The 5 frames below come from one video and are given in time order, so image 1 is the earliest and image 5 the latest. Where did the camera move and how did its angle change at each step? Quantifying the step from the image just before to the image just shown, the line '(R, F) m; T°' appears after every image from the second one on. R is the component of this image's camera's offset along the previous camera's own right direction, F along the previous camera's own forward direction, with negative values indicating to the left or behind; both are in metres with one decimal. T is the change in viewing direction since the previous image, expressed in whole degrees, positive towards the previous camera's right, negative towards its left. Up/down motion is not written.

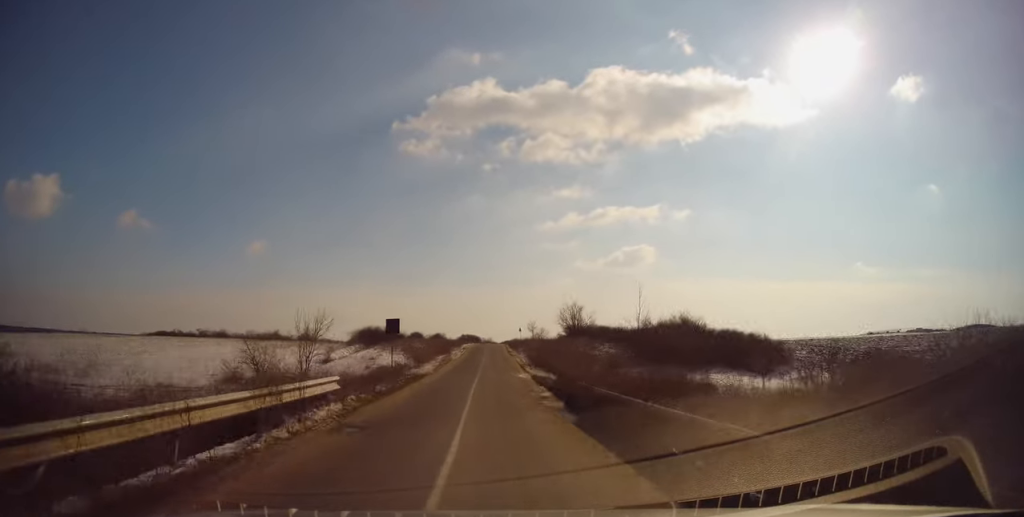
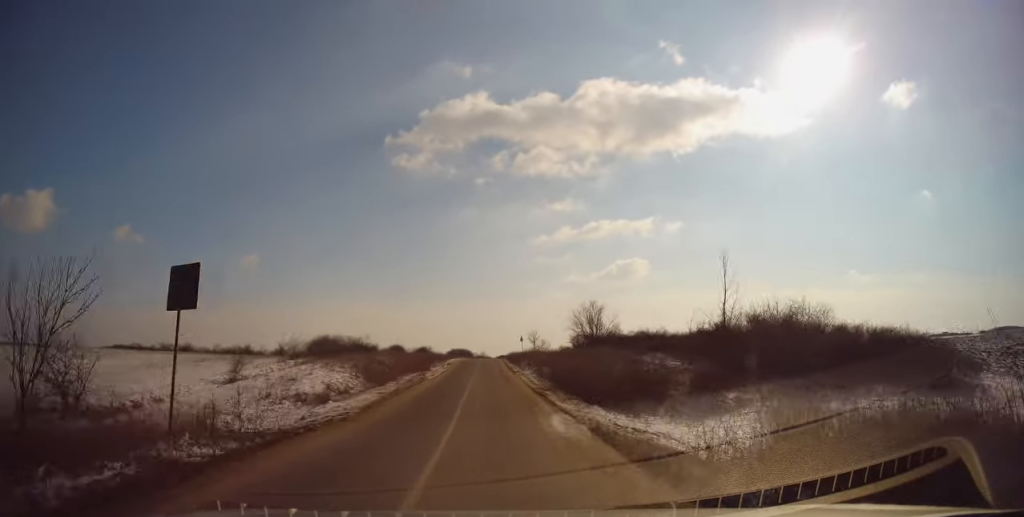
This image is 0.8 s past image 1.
(+0.1, +16.3) m; 0°
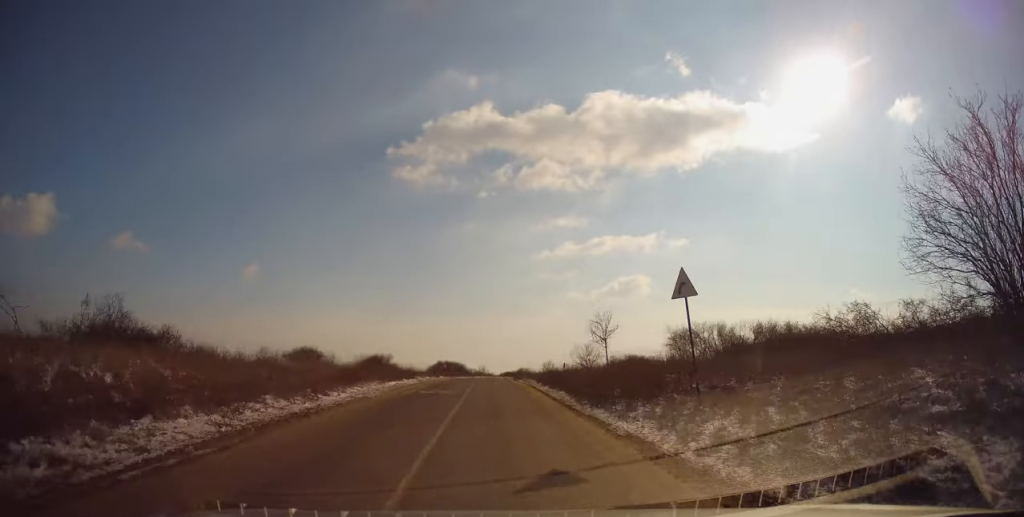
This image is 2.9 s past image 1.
(+0.2, +46.4) m; +1°
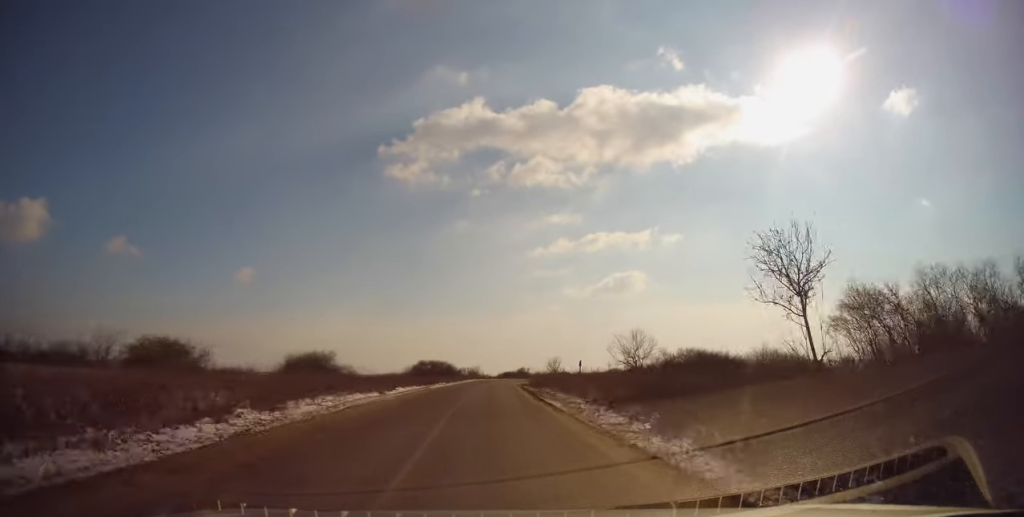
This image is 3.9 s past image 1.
(+0.2, +21.4) m; 0°
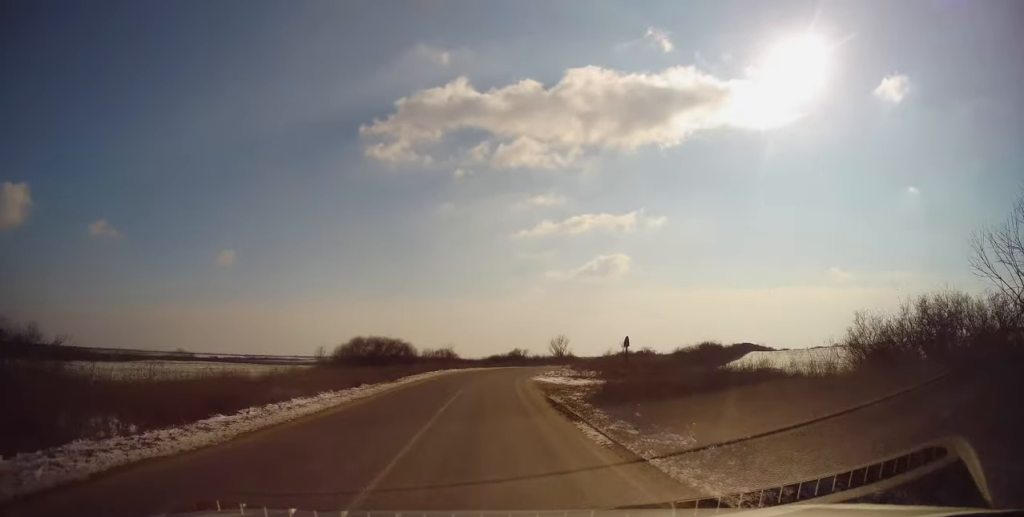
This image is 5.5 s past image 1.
(+0.3, +32.8) m; +2°
